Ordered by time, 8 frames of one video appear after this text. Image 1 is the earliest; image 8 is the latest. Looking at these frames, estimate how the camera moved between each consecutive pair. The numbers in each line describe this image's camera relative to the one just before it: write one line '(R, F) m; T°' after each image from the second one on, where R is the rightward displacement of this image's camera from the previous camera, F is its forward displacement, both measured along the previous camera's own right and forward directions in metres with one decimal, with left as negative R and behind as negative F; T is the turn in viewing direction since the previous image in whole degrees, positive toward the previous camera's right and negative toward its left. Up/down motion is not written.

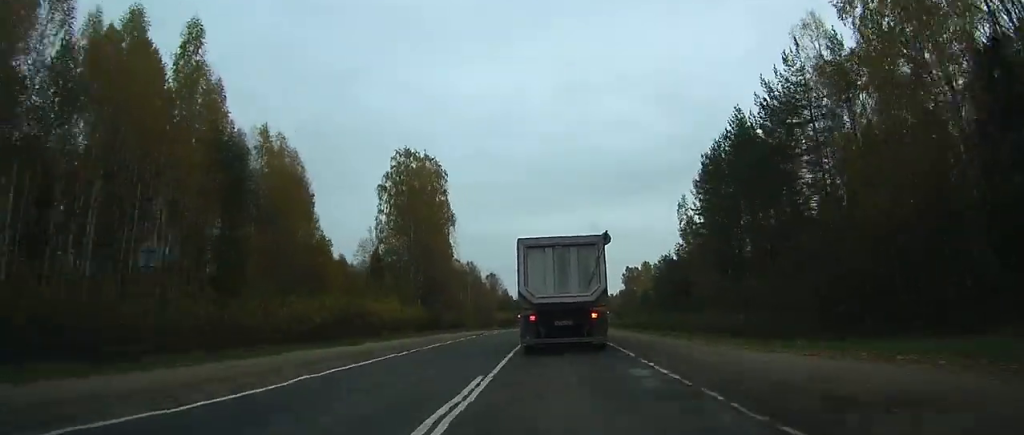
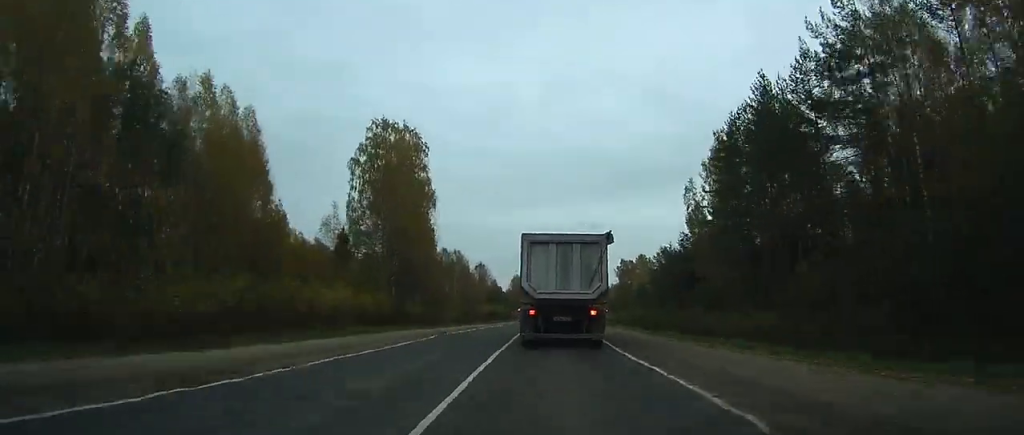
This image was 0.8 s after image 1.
(+0.1, +9.9) m; +1°
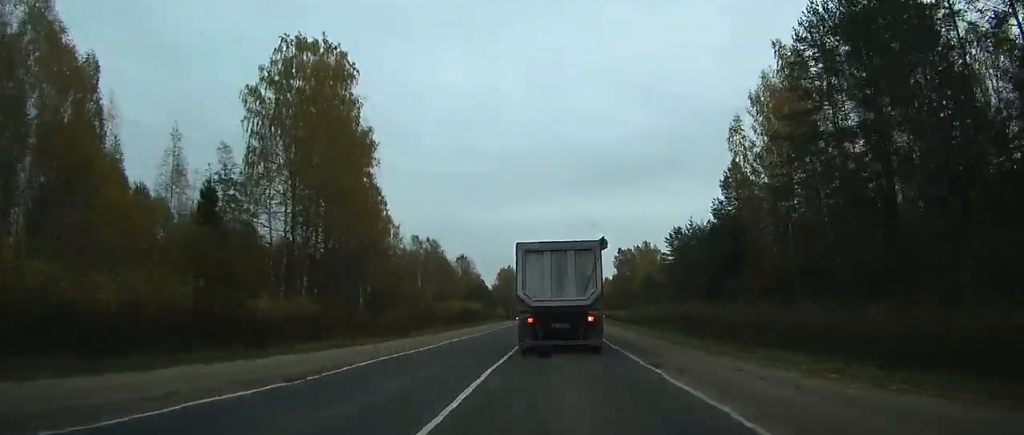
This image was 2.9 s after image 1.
(+0.4, +25.1) m; +1°
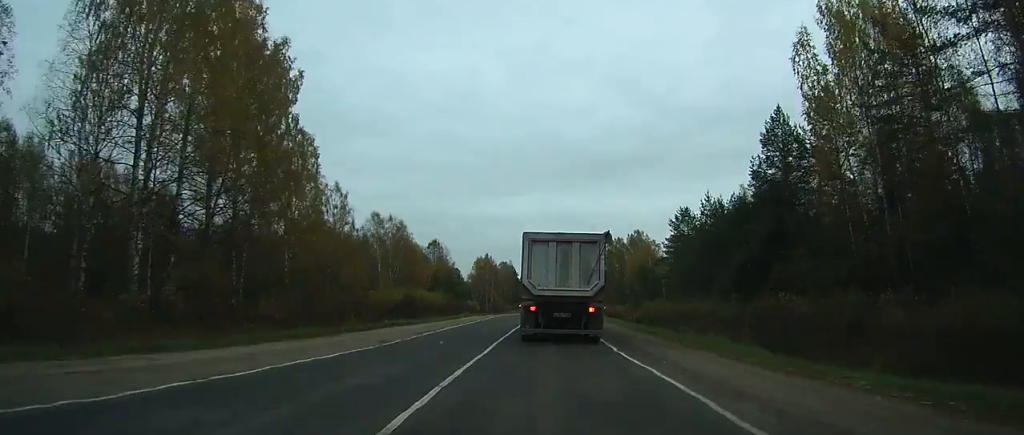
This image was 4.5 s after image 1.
(+0.2, +19.7) m; +1°
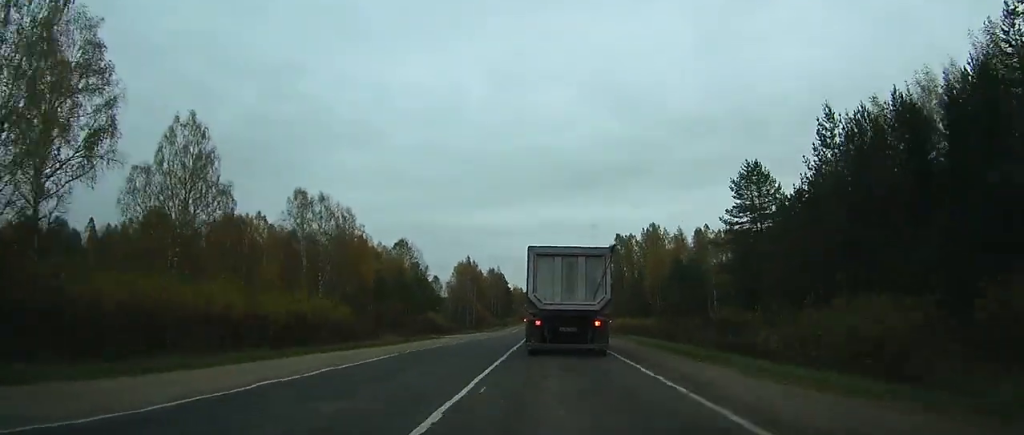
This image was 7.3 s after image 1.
(+0.2, +39.1) m; 0°
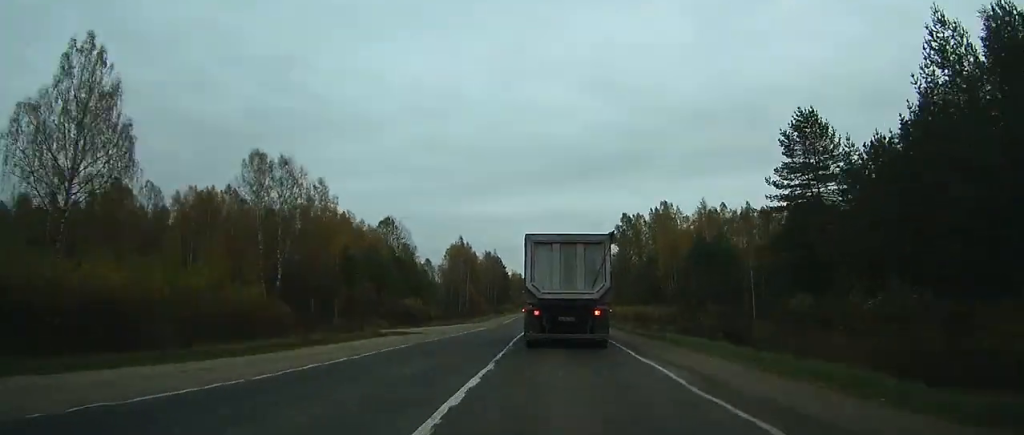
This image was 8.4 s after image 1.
(0.0, +14.7) m; 0°
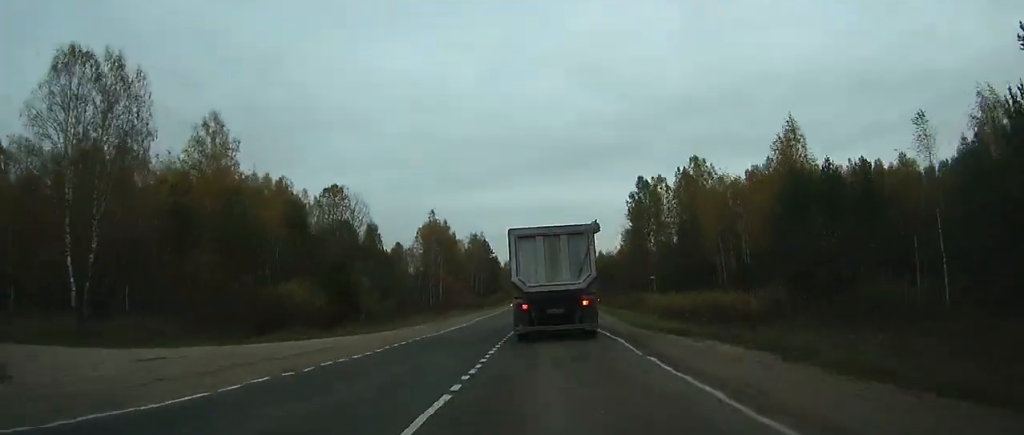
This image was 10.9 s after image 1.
(+0.1, +33.4) m; 0°
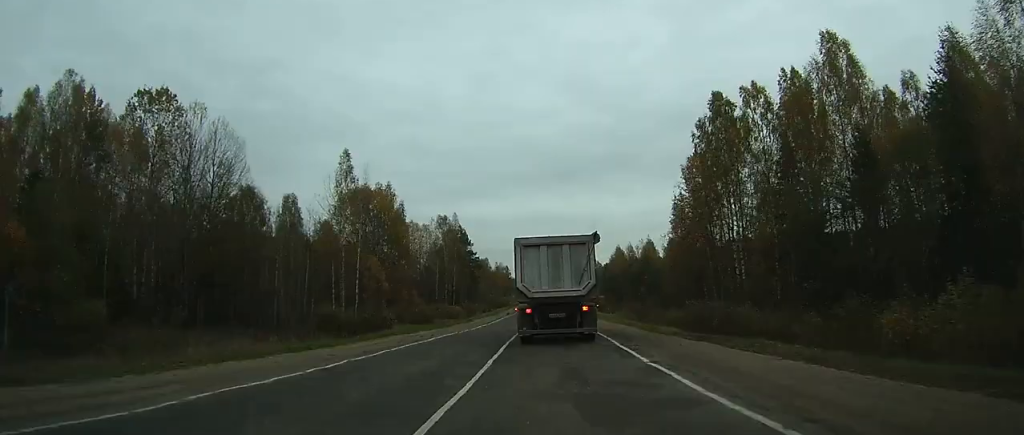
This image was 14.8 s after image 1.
(+0.1, +53.6) m; 0°
